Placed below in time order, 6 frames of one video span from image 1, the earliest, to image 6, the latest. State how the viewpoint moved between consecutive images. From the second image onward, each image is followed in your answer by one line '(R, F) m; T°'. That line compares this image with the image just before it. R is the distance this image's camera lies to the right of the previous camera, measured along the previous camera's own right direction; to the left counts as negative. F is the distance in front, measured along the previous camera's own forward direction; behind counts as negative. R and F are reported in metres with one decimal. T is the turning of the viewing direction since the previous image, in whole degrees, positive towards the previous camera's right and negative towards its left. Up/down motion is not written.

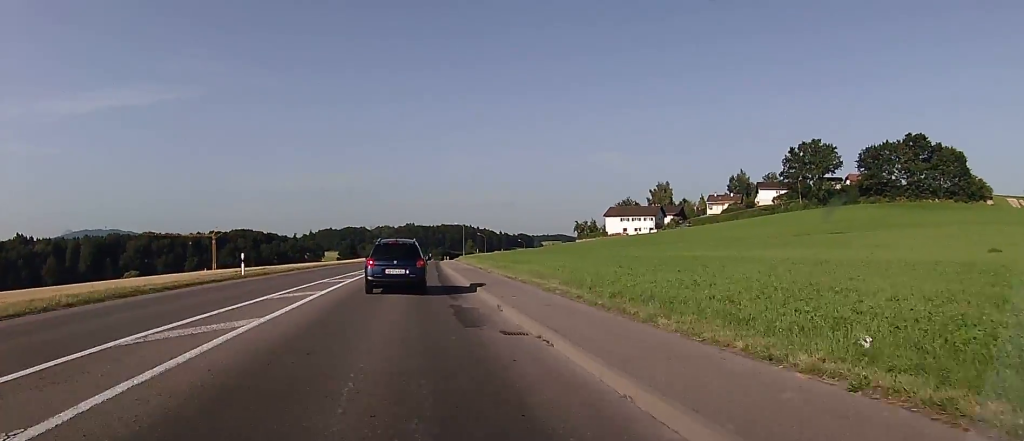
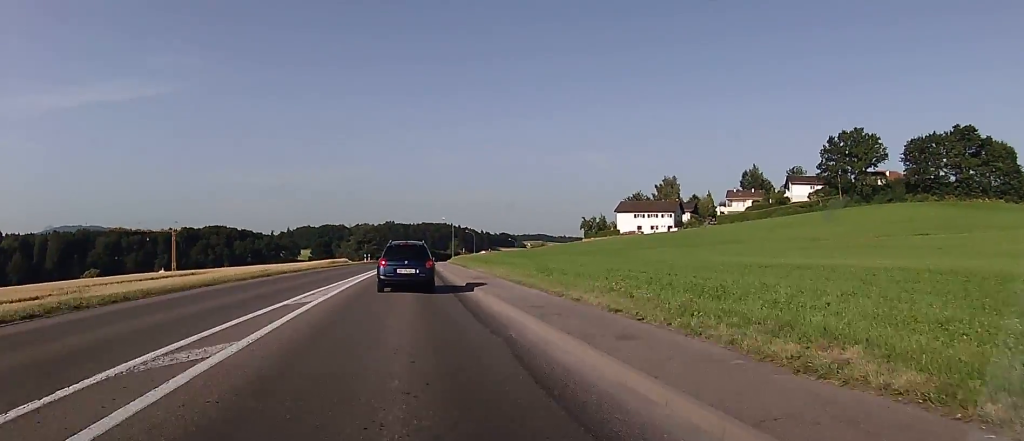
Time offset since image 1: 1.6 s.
(+0.6, +25.6) m; +1°
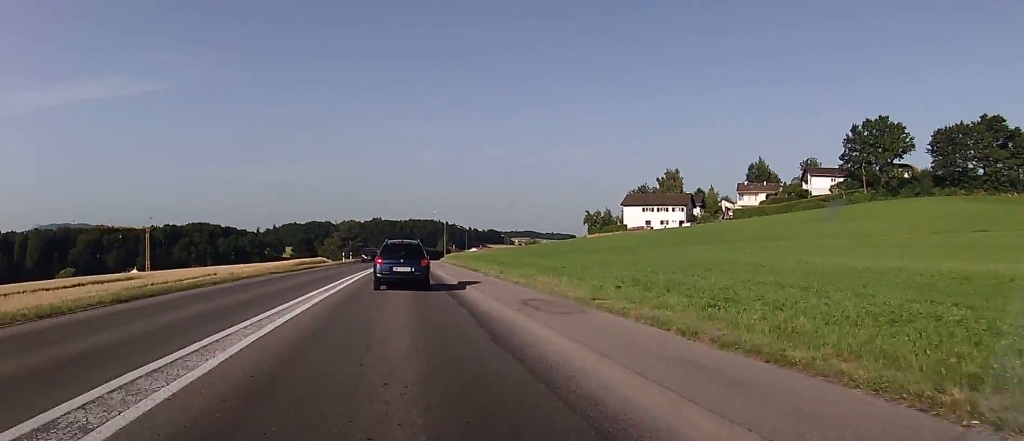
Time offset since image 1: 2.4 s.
(-0.1, +13.5) m; 0°
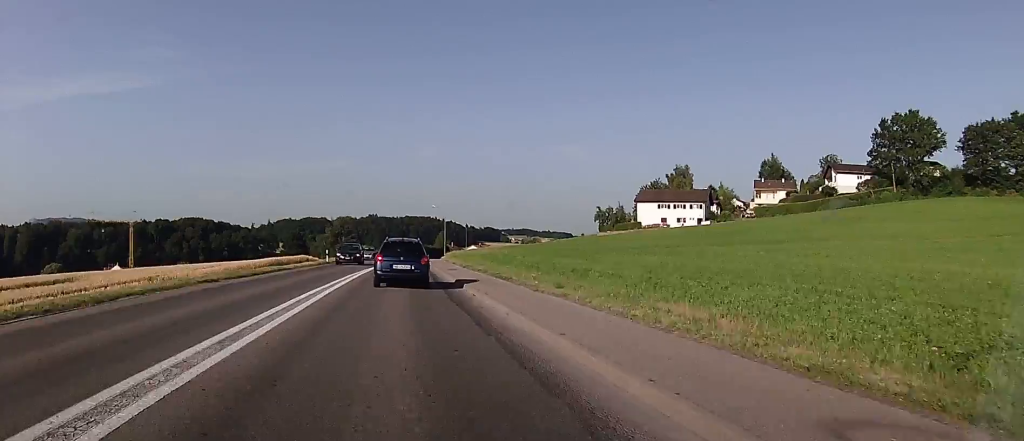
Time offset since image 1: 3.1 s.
(-0.2, +10.8) m; +2°
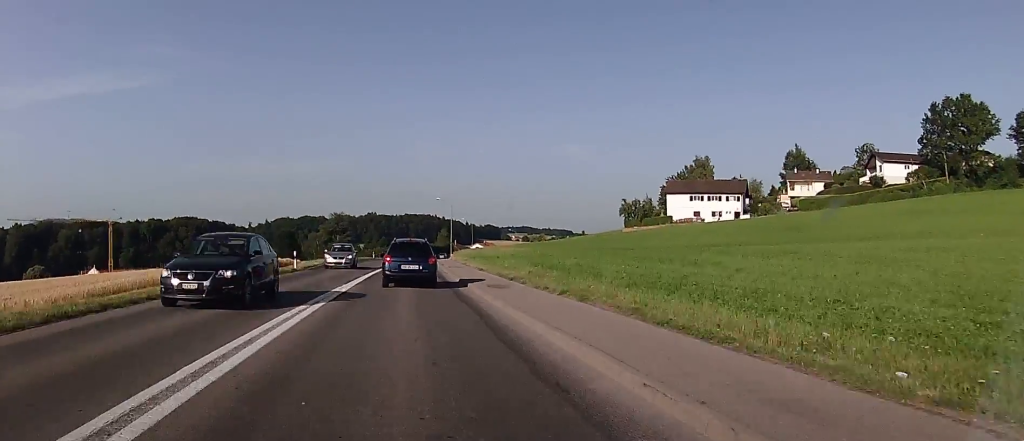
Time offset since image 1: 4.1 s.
(+0.7, +15.6) m; +1°
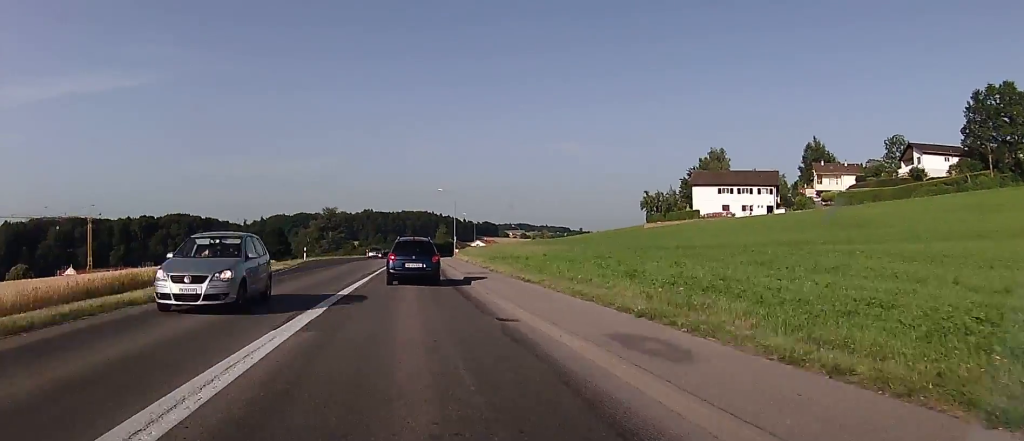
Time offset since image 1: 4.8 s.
(-0.2, +12.5) m; 0°
